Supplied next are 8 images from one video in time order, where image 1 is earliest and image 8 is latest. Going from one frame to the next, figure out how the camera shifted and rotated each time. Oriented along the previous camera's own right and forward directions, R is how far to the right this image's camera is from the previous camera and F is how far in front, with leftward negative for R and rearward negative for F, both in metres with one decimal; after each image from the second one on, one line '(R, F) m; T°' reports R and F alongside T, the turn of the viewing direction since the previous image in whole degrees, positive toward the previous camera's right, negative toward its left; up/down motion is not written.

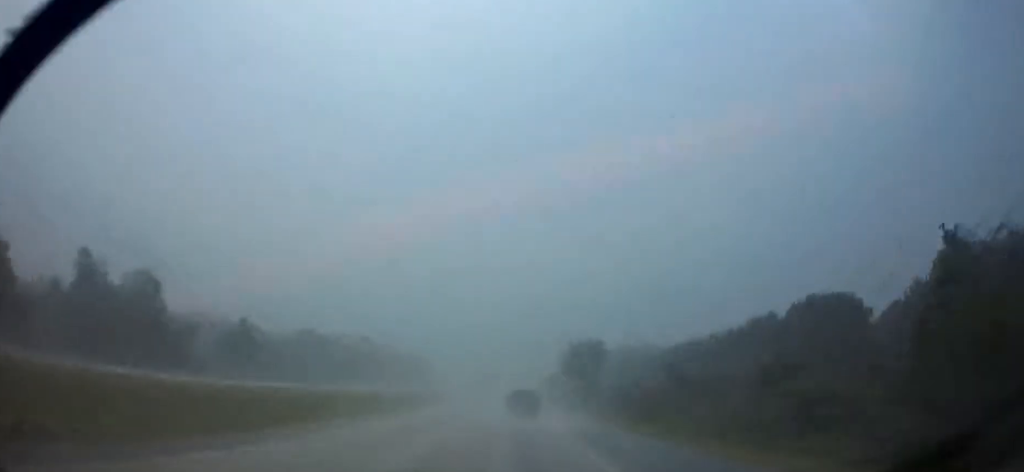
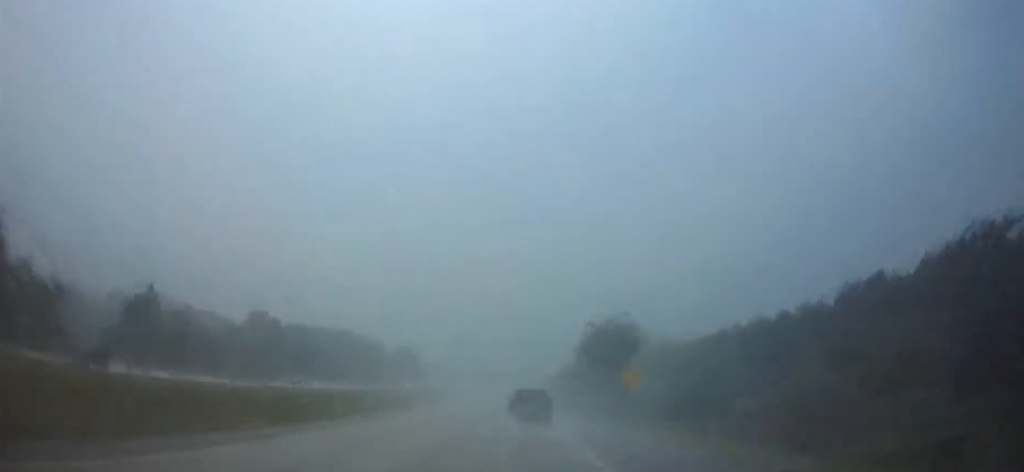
(+0.1, +36.4) m; 0°
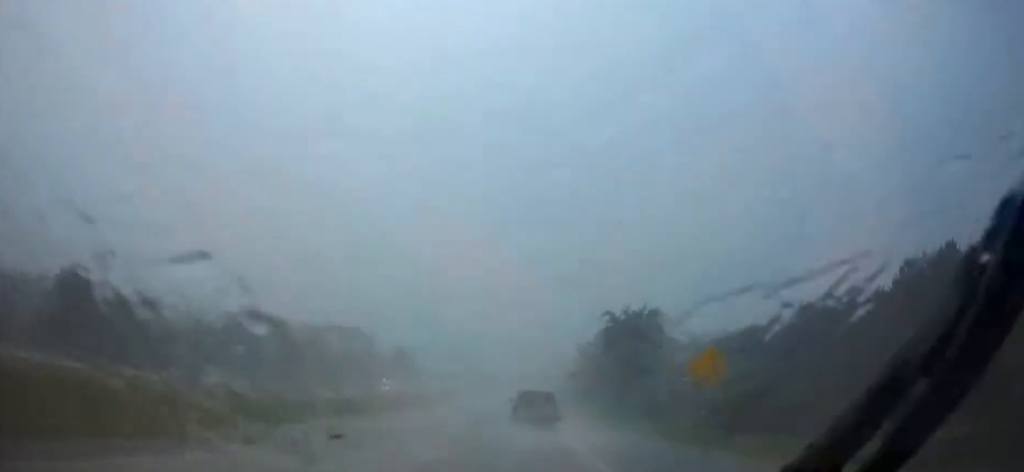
(-0.1, +15.6) m; 0°
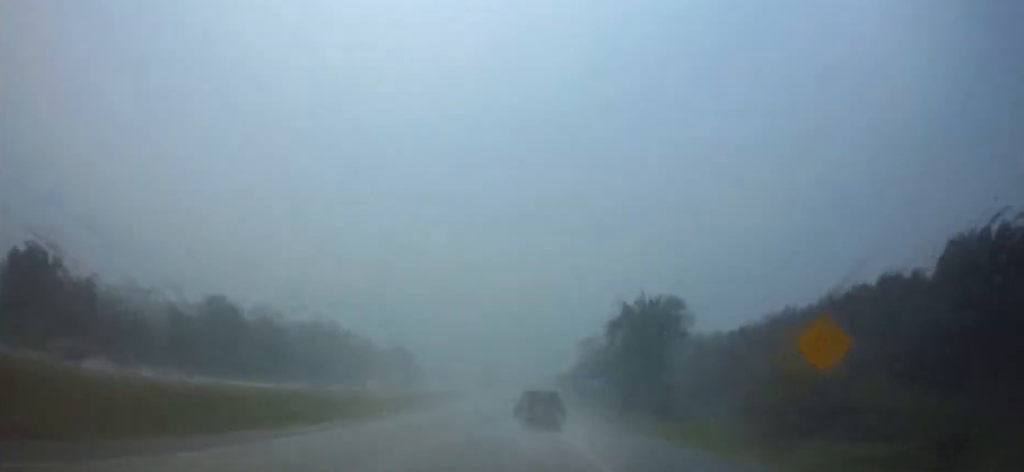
(0.0, +9.6) m; 0°
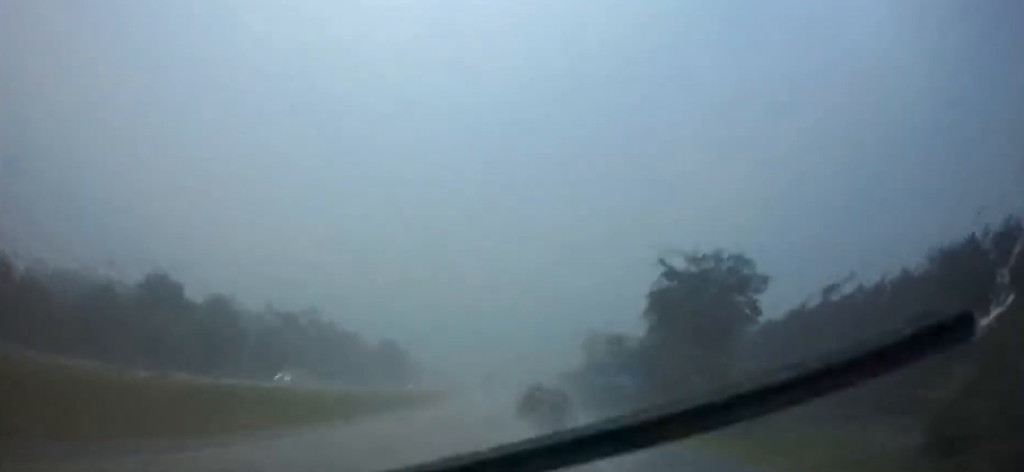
(+0.1, +24.0) m; 0°
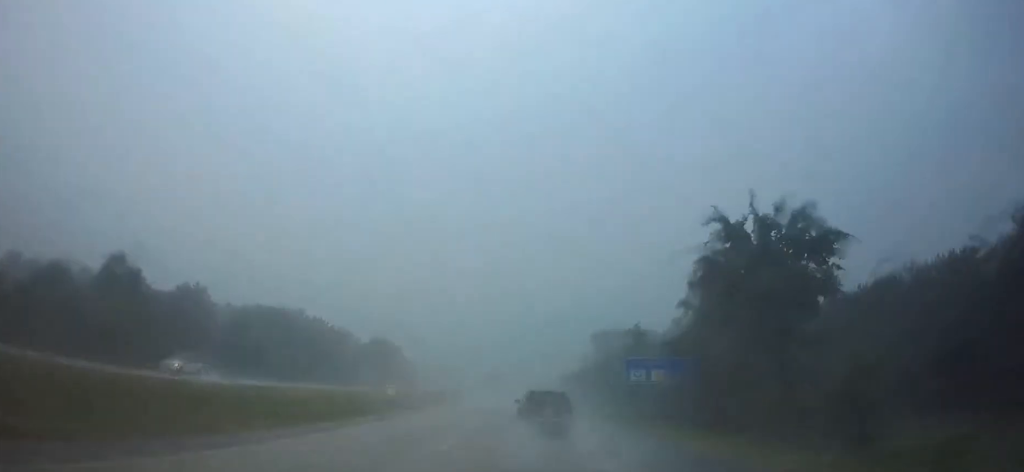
(-0.1, +13.7) m; 0°
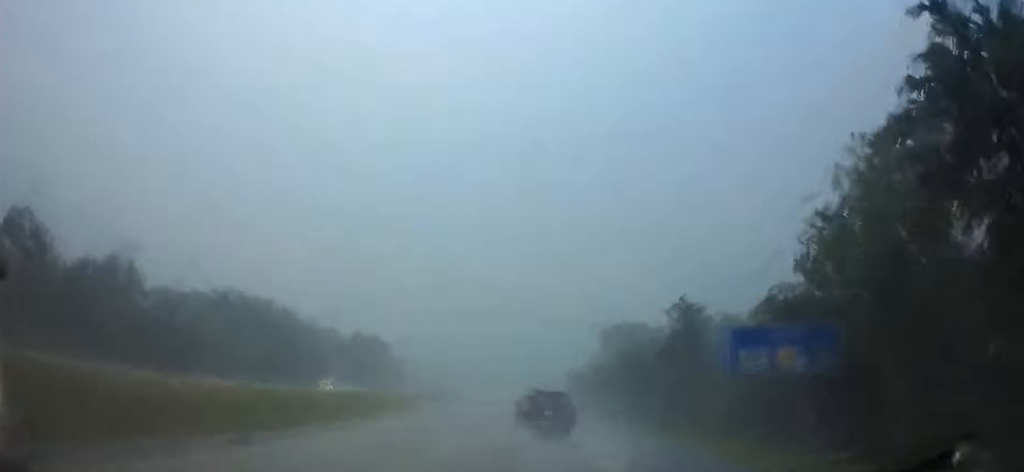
(-0.1, +24.6) m; +1°
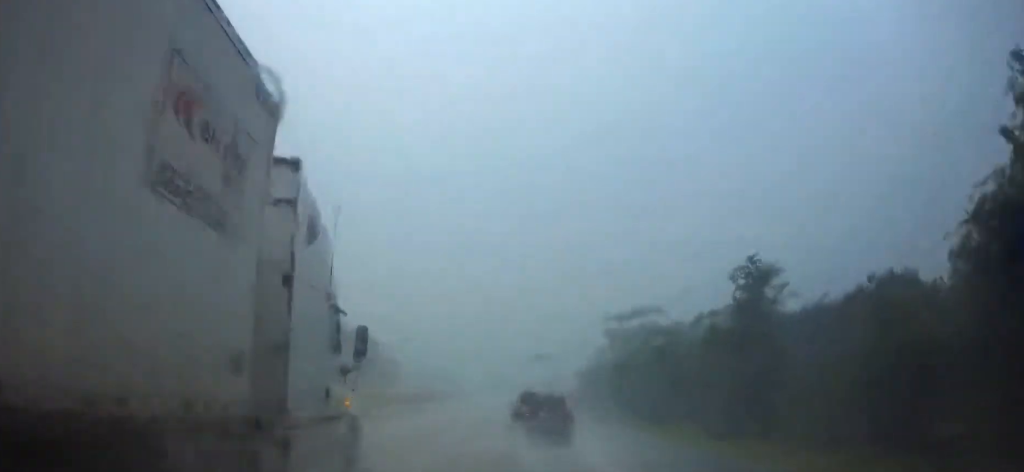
(+0.2, +18.1) m; 0°
